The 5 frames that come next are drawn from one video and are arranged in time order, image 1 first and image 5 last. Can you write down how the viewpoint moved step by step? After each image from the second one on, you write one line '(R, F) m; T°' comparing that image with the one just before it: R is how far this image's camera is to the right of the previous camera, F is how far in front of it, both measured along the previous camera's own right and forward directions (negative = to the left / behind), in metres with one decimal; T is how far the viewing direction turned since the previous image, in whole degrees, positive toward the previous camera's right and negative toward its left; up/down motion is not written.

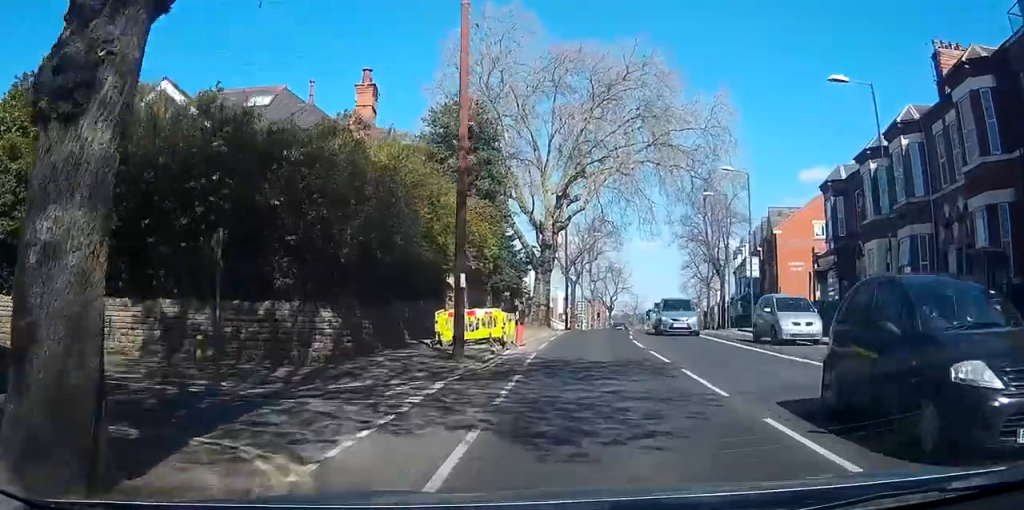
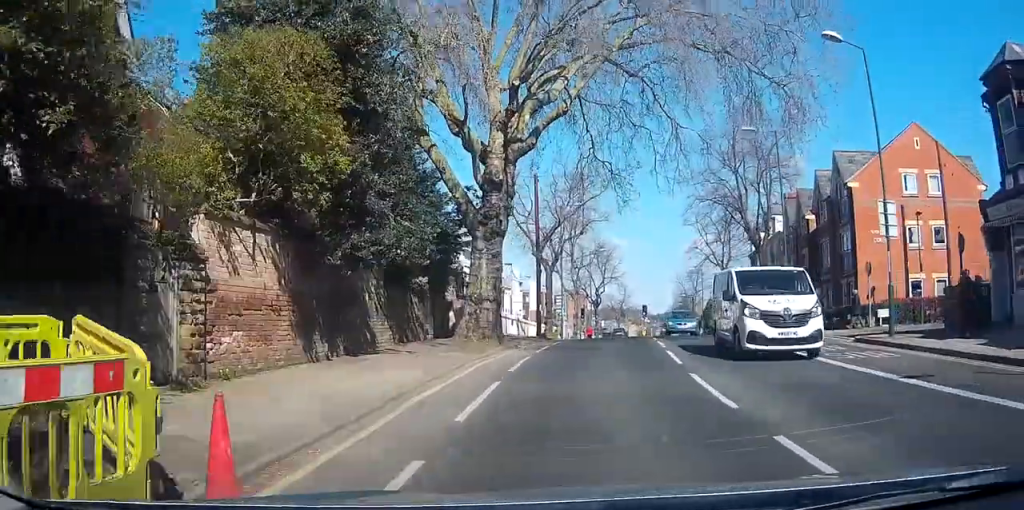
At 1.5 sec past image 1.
(+0.7, +17.3) m; +4°
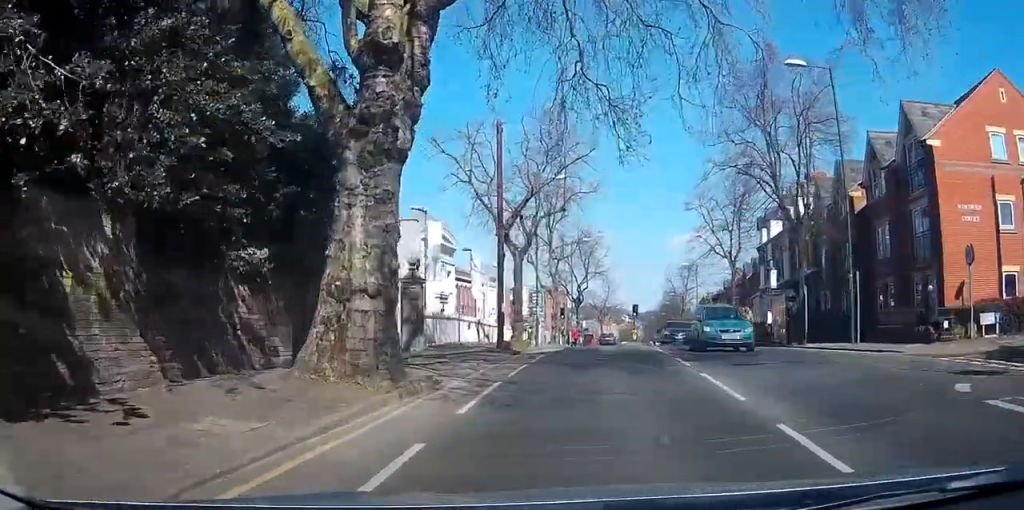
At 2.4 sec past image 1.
(+0.2, +10.1) m; +1°
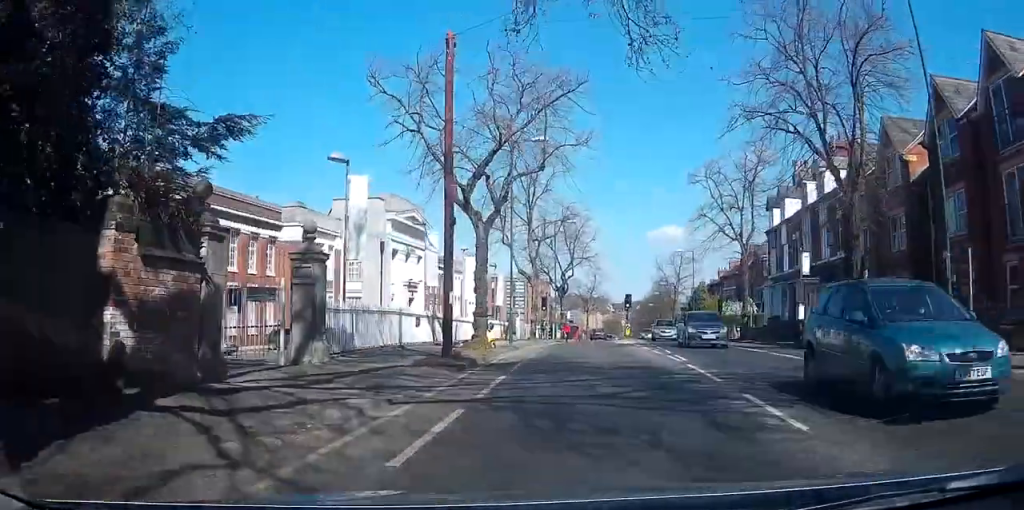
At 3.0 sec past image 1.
(0.0, +7.9) m; 0°
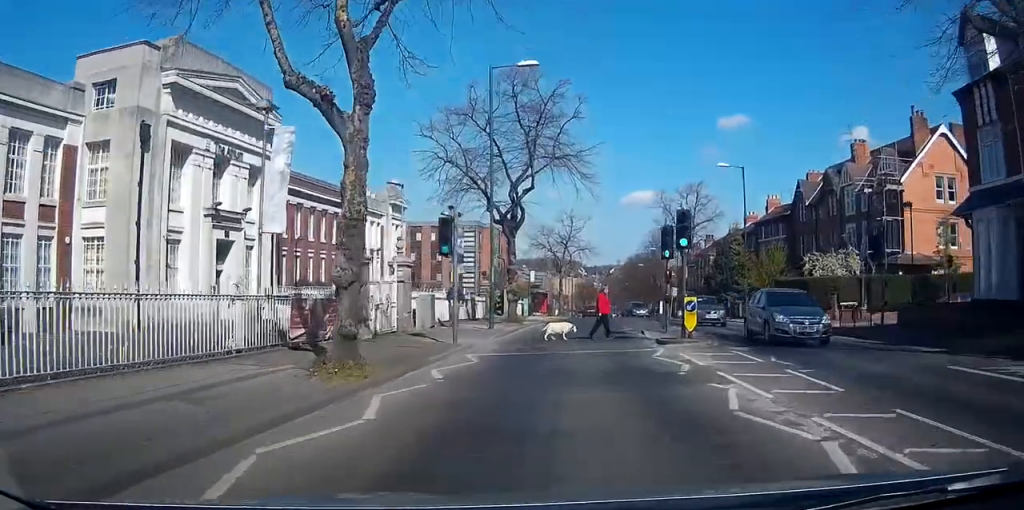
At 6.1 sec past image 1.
(+0.7, +36.3) m; +3°
